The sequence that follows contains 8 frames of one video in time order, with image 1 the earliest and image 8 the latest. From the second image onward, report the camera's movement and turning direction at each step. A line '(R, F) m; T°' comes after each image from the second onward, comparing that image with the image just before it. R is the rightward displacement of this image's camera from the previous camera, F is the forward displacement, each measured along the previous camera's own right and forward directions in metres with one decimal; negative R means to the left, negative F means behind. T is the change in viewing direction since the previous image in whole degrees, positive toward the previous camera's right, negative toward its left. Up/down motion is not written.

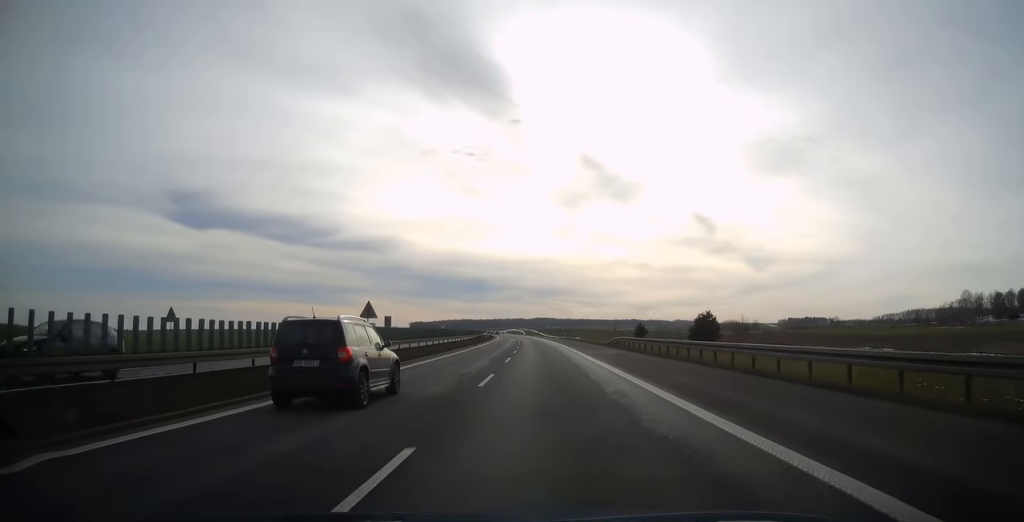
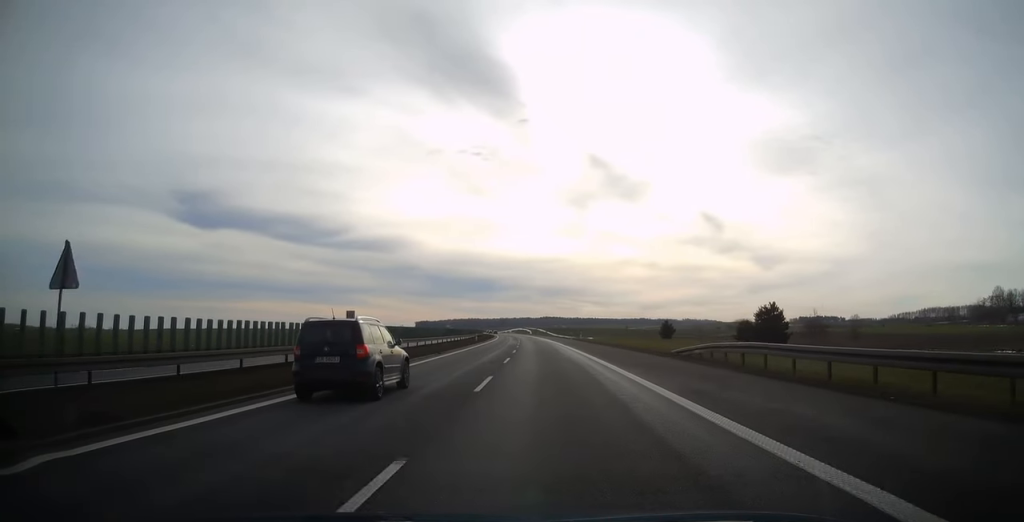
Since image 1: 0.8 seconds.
(-0.1, +25.0) m; -1°
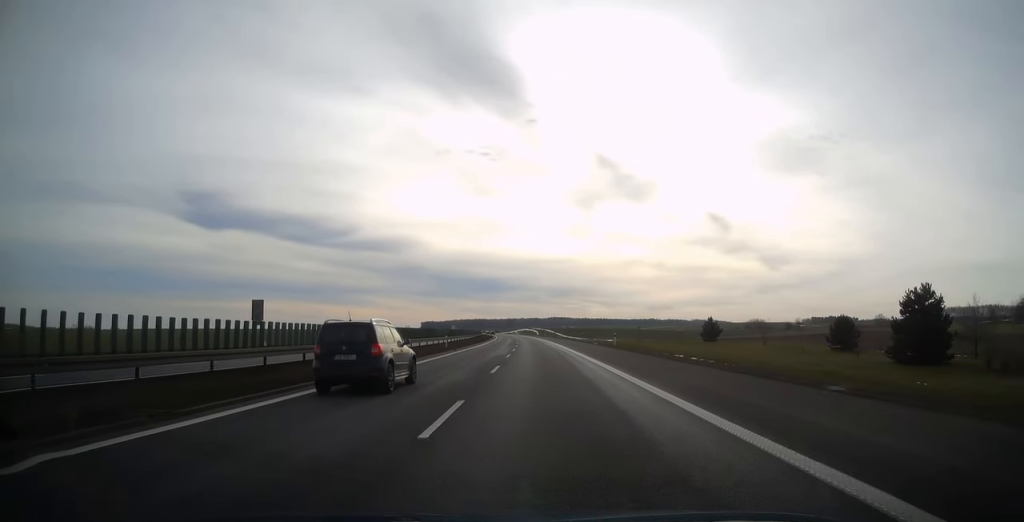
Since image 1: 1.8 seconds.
(-0.2, +30.1) m; -1°
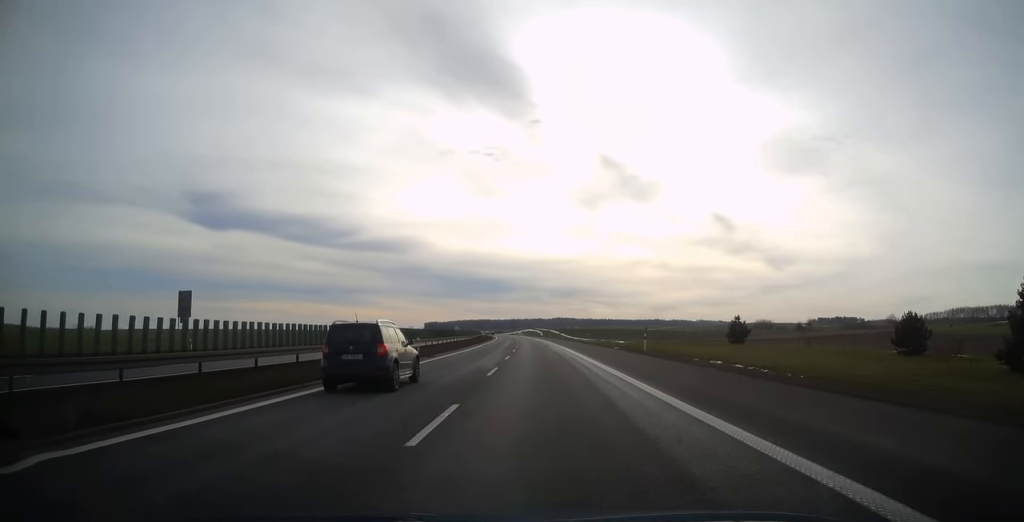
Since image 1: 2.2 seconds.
(-0.1, +12.7) m; 0°
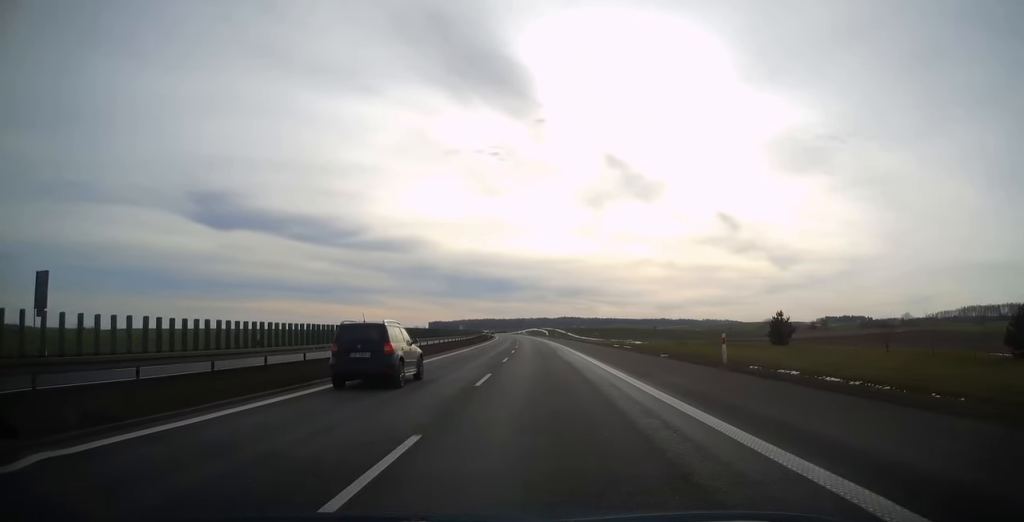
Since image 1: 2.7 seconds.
(-0.1, +15.3) m; 0°
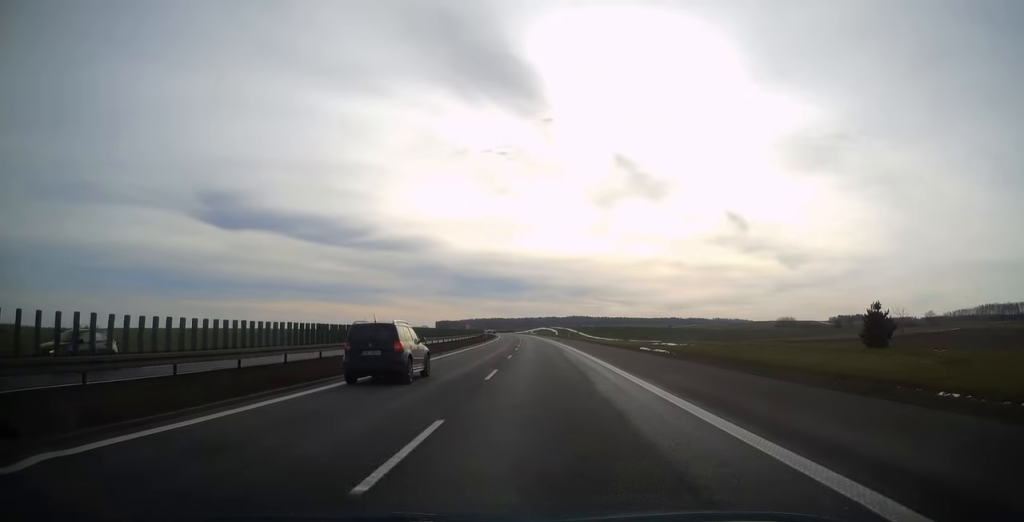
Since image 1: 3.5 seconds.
(0.0, +22.5) m; -1°
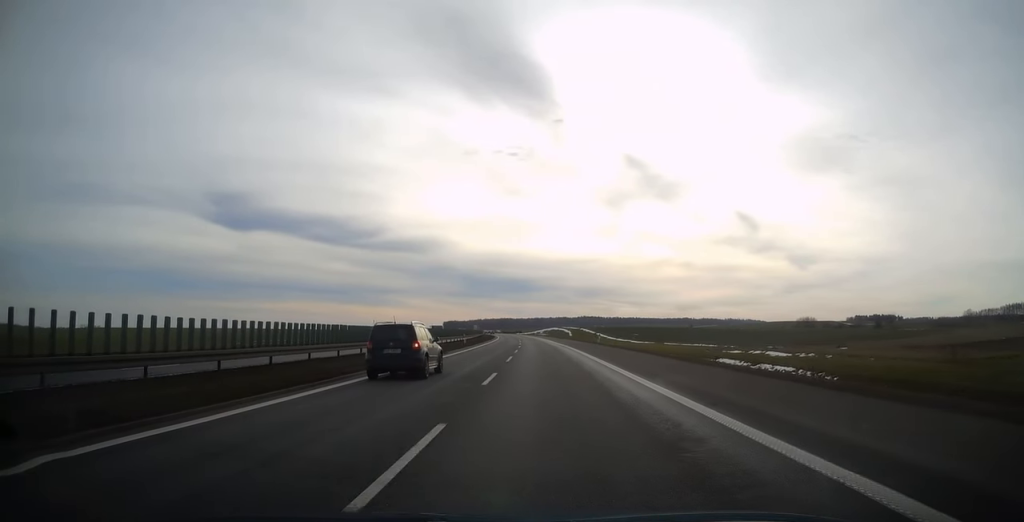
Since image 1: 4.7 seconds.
(-0.5, +37.8) m; -1°
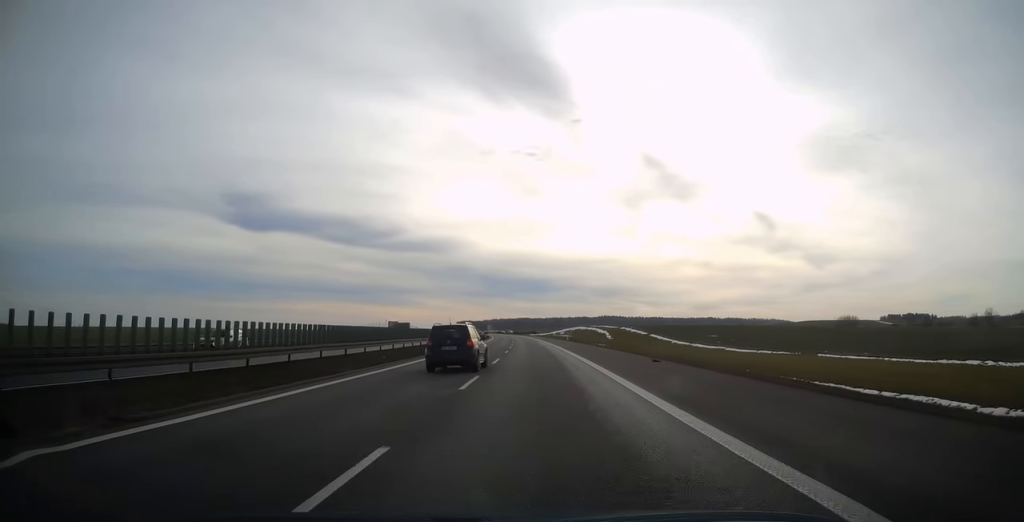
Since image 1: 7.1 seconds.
(-1.0, +73.2) m; -2°
